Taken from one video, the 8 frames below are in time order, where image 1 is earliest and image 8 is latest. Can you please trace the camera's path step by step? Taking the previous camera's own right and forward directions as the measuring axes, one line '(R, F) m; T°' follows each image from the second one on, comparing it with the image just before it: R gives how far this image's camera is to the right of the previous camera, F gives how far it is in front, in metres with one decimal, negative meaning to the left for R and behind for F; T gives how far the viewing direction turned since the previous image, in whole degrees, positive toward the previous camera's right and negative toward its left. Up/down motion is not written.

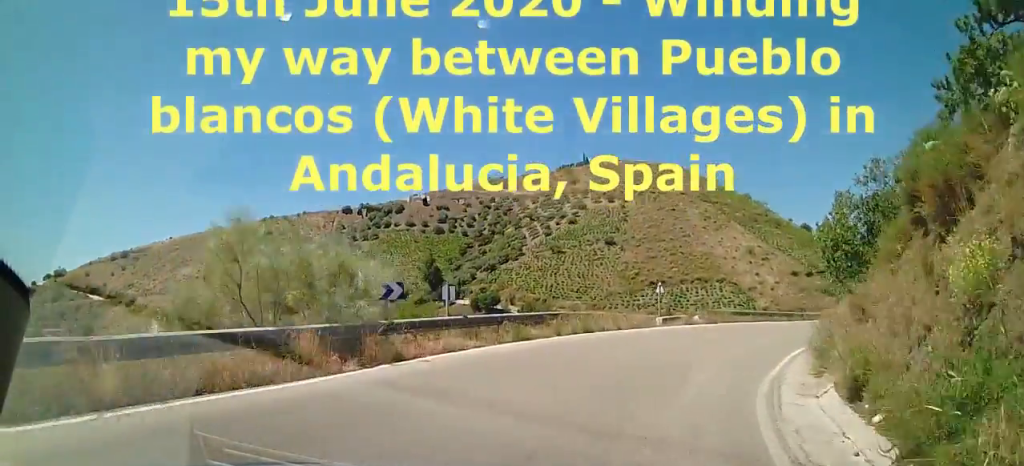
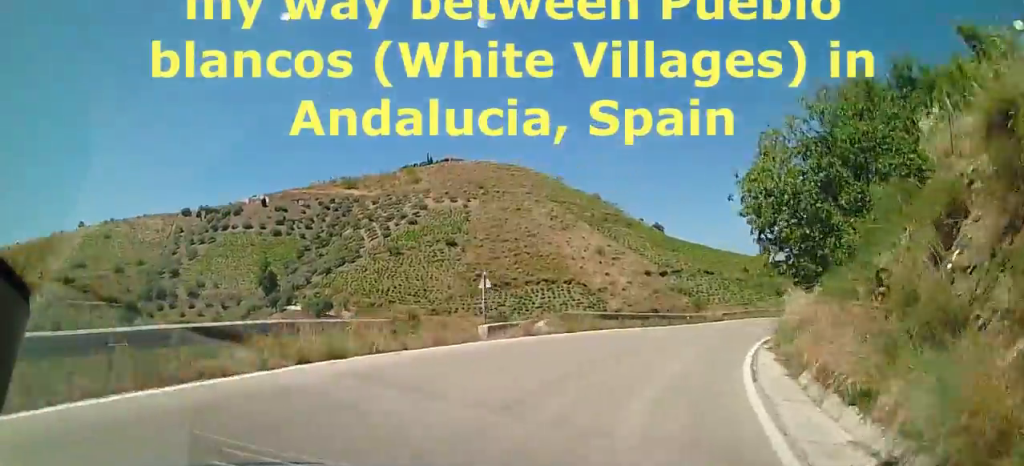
(+1.4, +9.8) m; +10°
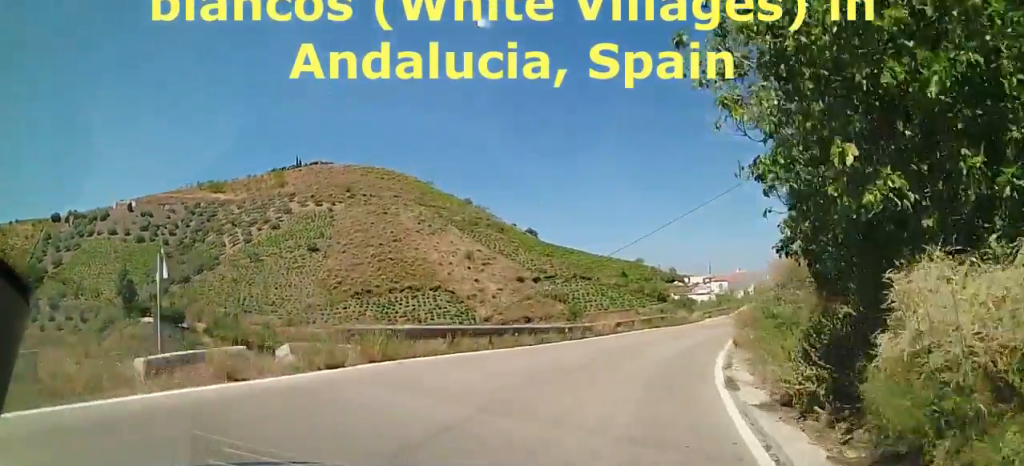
(+0.4, +10.4) m; +8°
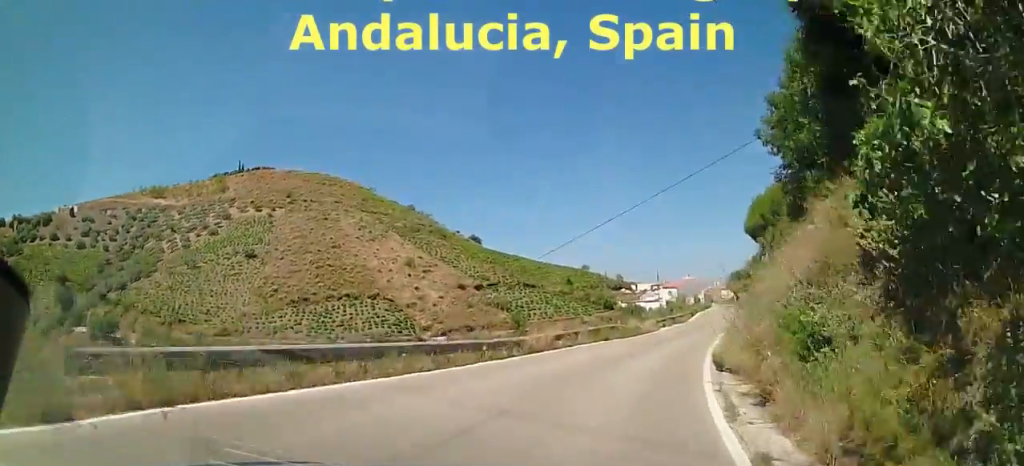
(+0.1, +5.3) m; +6°
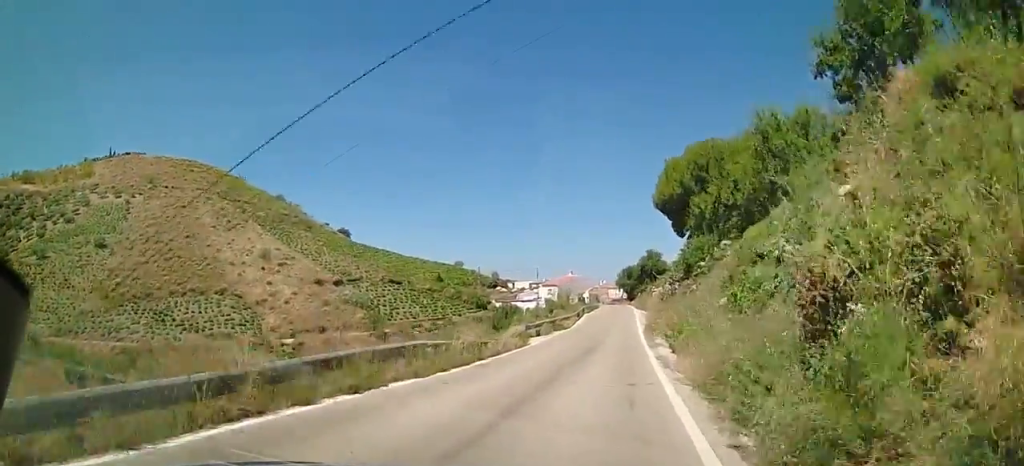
(+3.1, +15.6) m; +21°
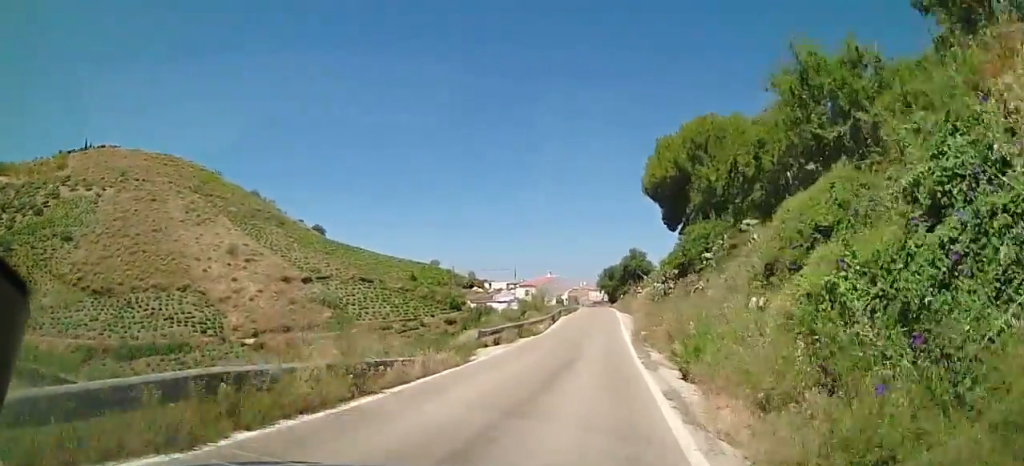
(+0.7, +6.4) m; +5°
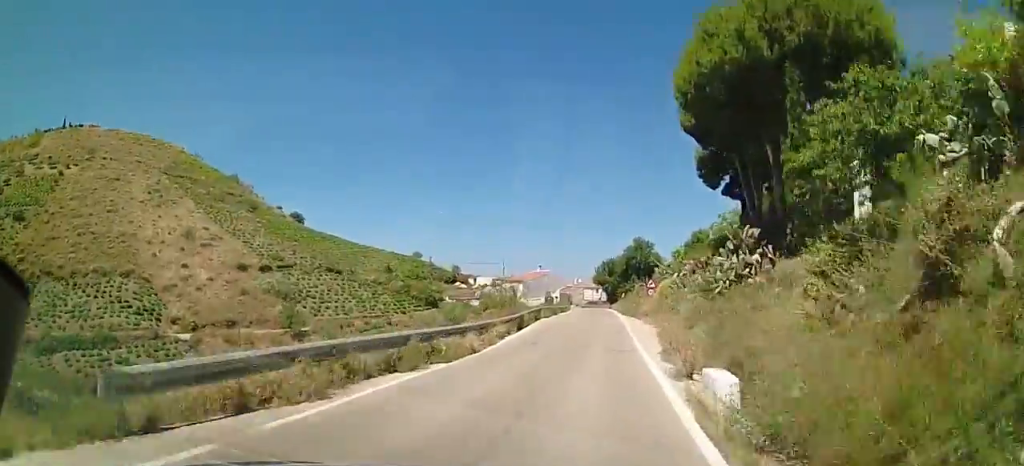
(+0.2, +16.7) m; -2°
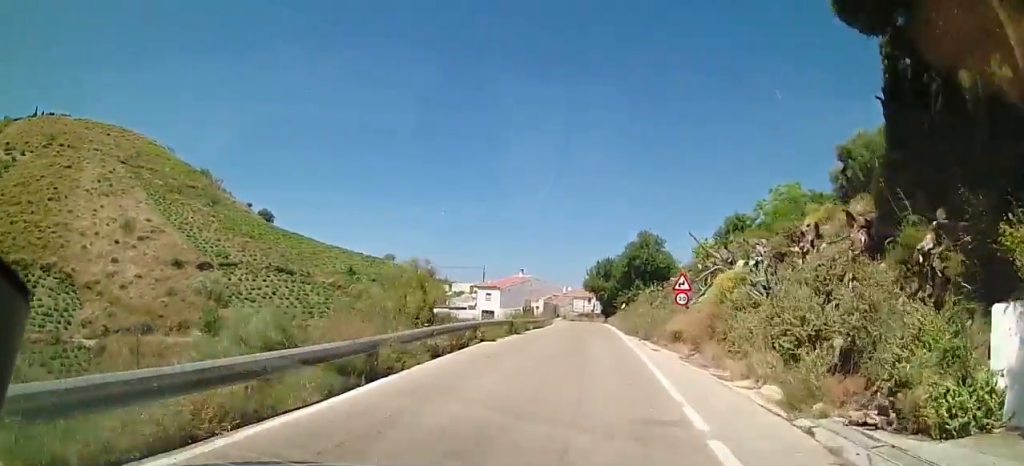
(-1.2, +18.7) m; -4°
